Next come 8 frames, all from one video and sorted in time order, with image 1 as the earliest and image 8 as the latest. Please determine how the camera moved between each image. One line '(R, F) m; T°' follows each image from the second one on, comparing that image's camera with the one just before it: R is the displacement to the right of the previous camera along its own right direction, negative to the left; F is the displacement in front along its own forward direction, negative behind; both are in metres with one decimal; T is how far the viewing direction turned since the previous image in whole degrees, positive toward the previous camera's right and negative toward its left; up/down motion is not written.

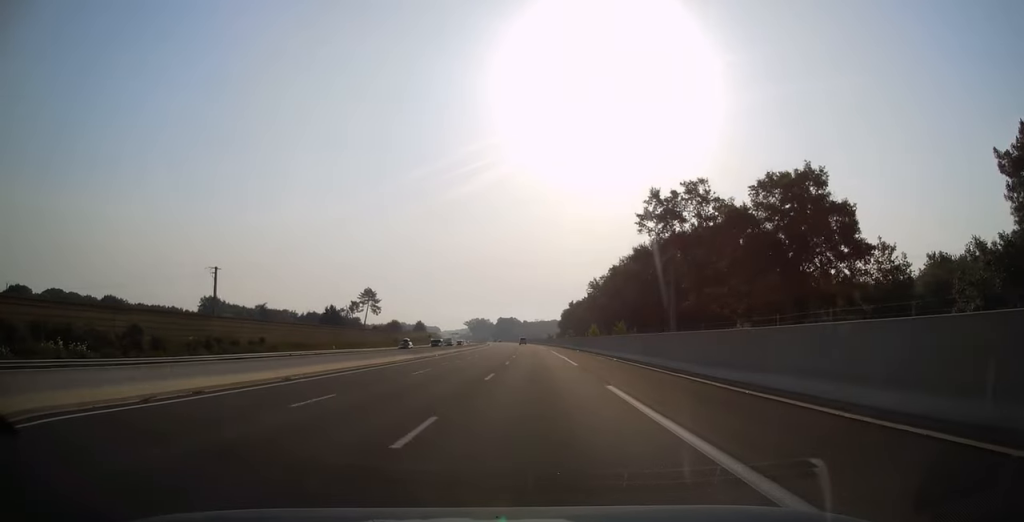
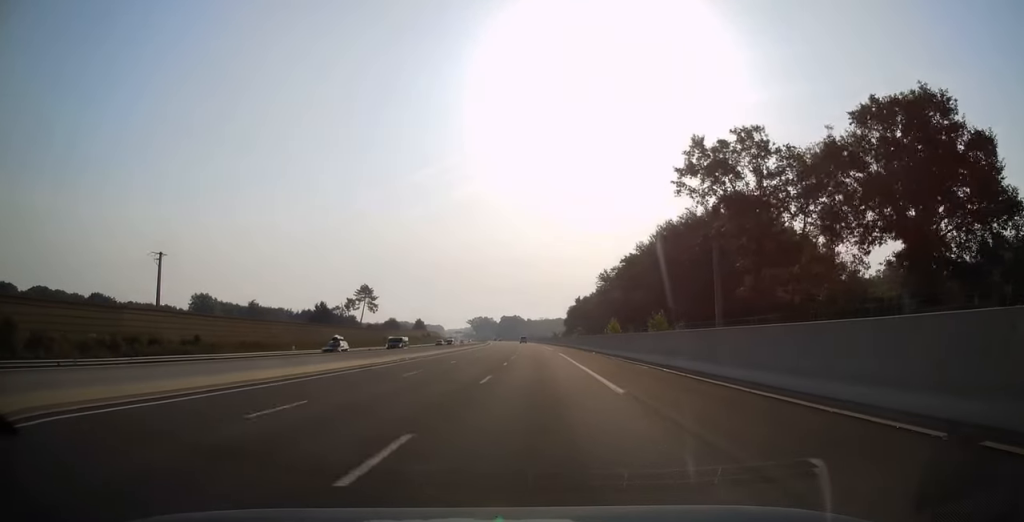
(0.0, +15.3) m; 0°
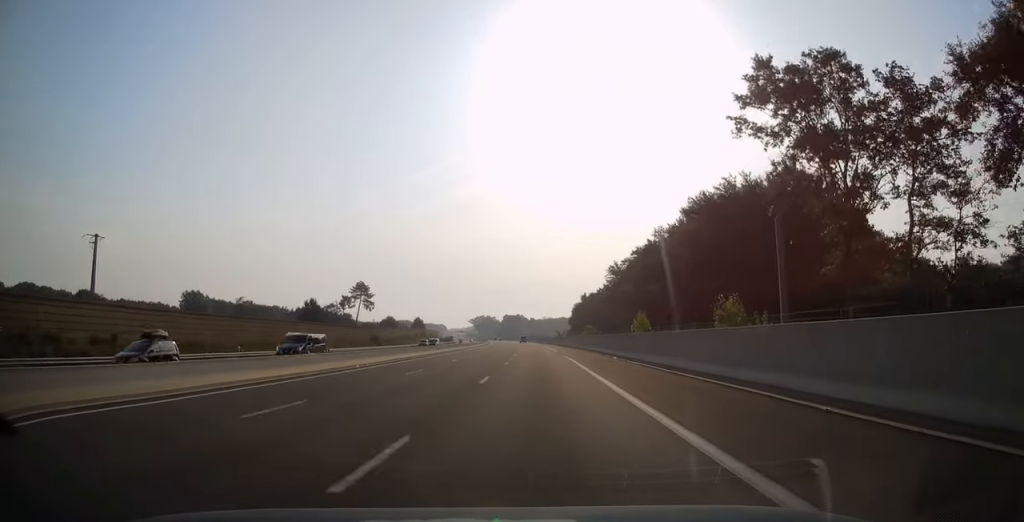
(0.0, +13.3) m; 0°
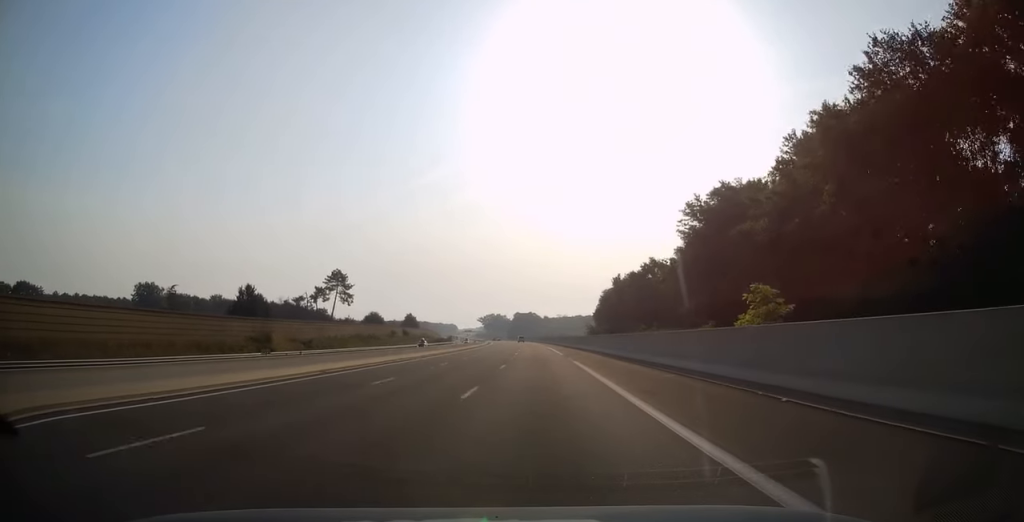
(-0.8, +56.6) m; -2°
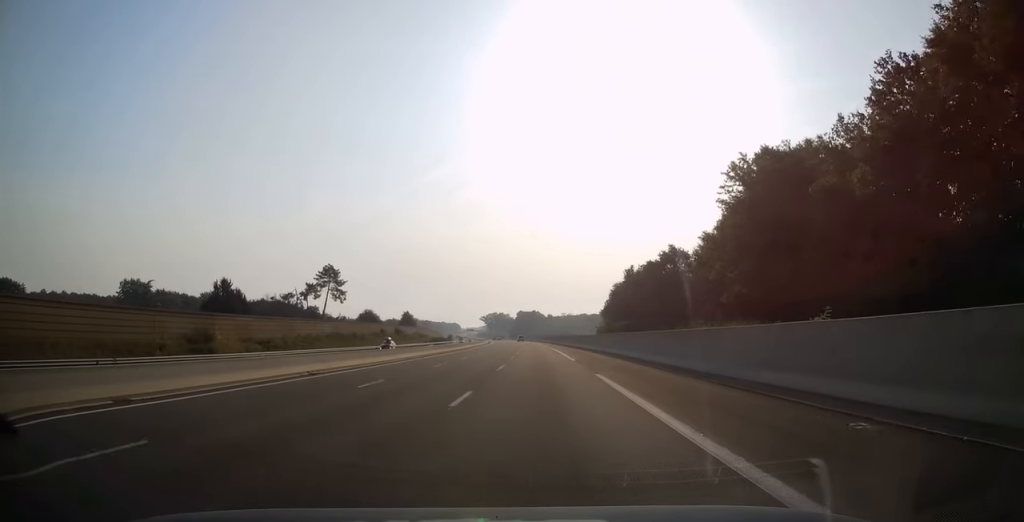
(-0.1, +14.8) m; 0°
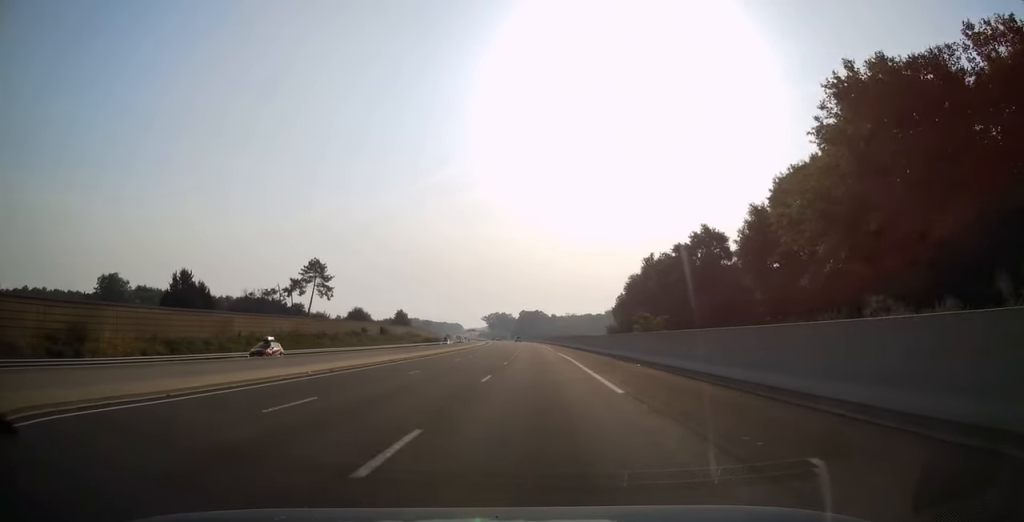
(-0.3, +19.2) m; 0°
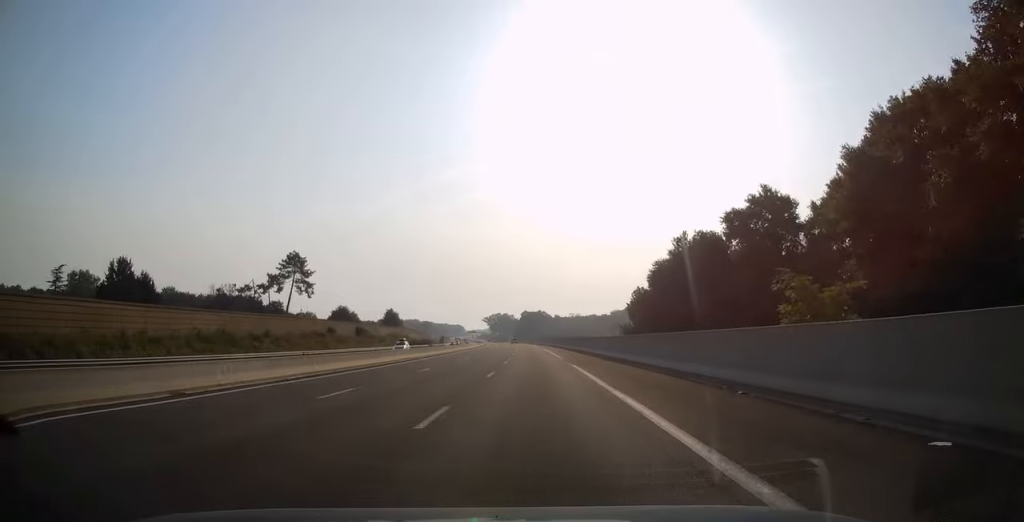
(+0.2, +22.6) m; 0°
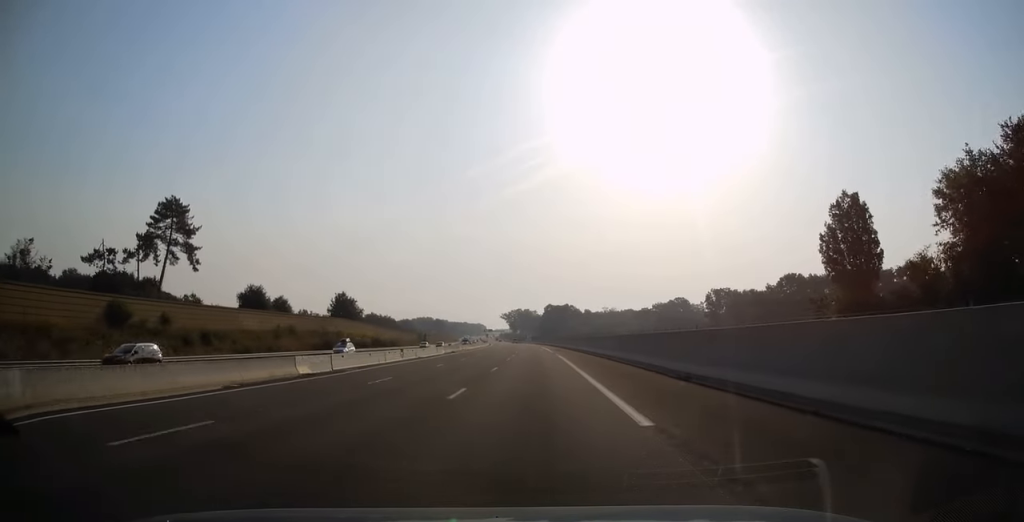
(-1.6, +86.0) m; -2°
